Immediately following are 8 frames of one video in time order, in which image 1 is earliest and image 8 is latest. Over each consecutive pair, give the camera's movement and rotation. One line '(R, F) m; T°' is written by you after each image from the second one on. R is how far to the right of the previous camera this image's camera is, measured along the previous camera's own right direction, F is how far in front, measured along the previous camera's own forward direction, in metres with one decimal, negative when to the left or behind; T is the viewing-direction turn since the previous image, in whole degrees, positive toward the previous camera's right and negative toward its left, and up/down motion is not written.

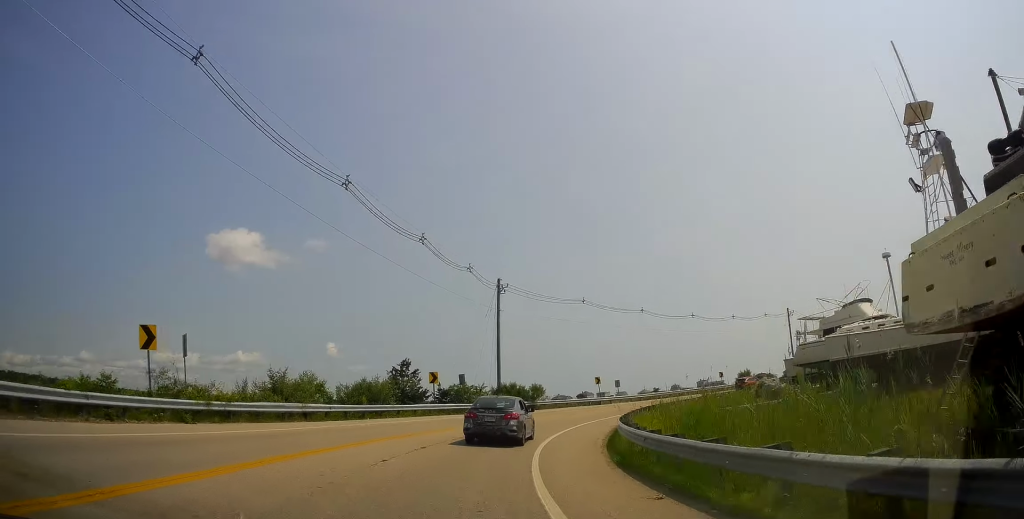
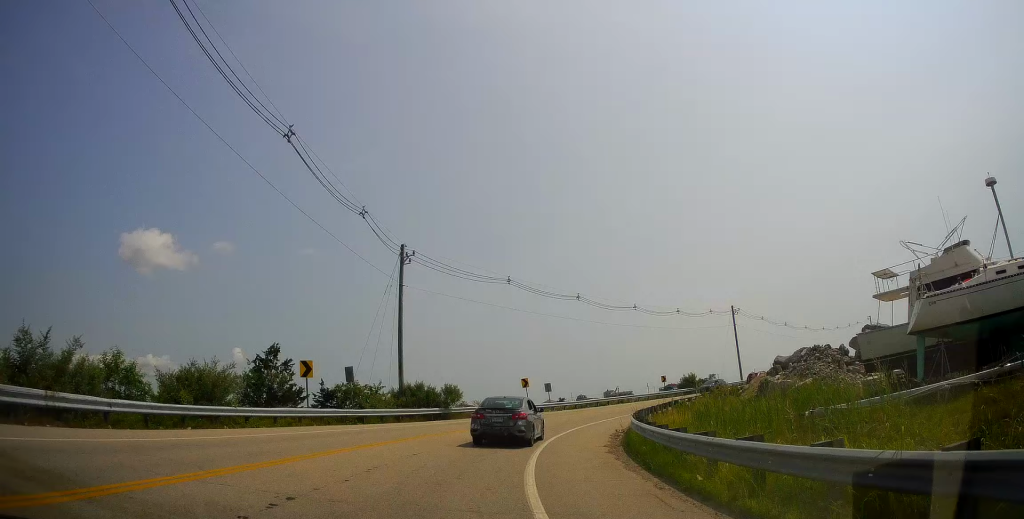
(+1.0, +12.6) m; +9°
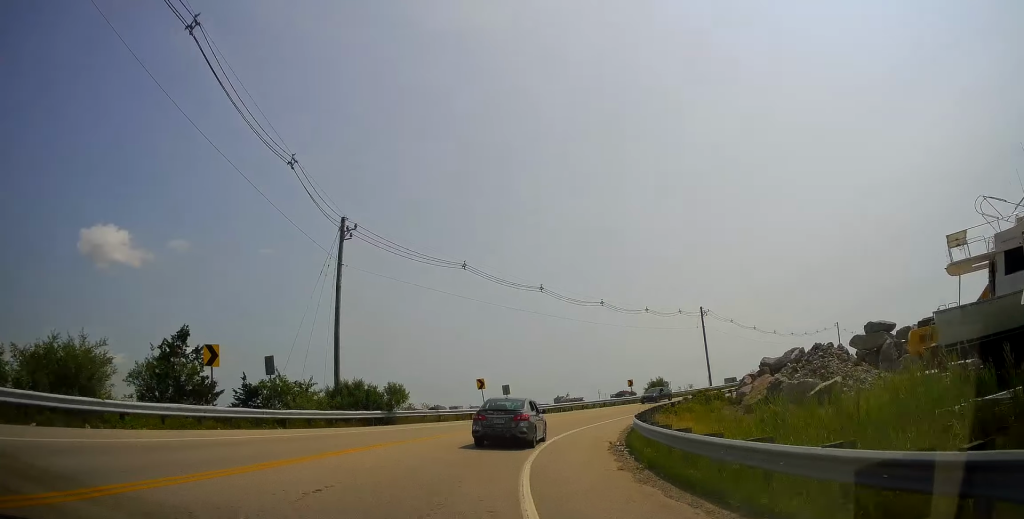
(+0.2, +6.1) m; +5°
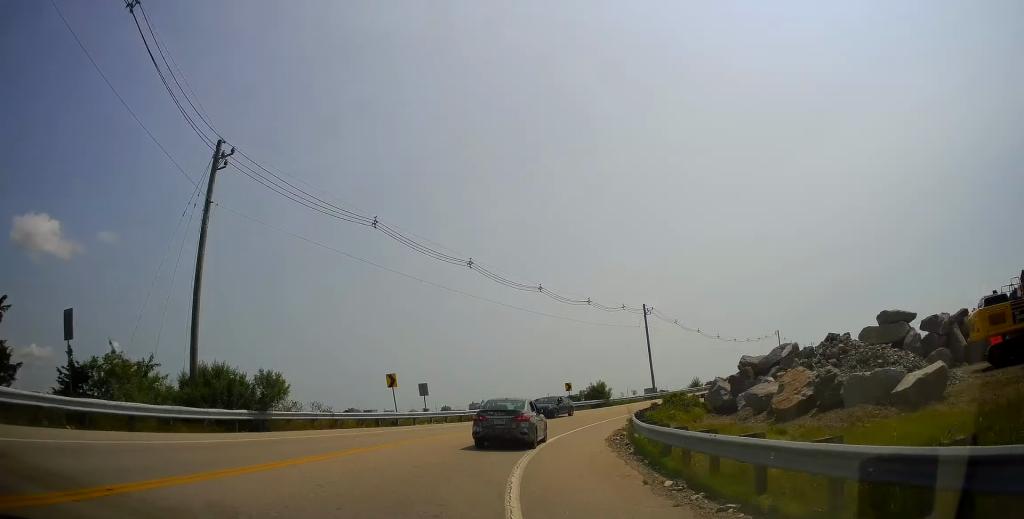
(+0.7, +9.6) m; +7°
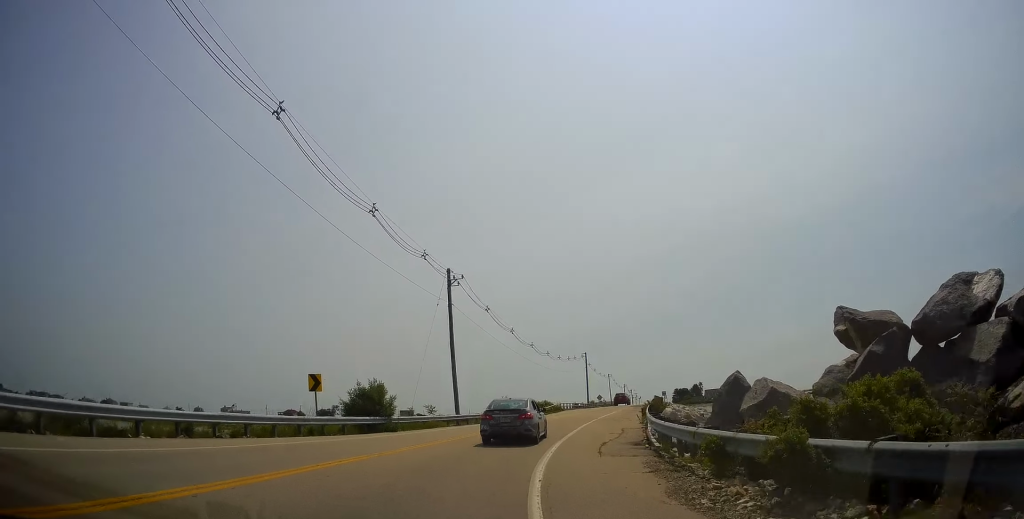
(+6.2, +26.7) m; +26°
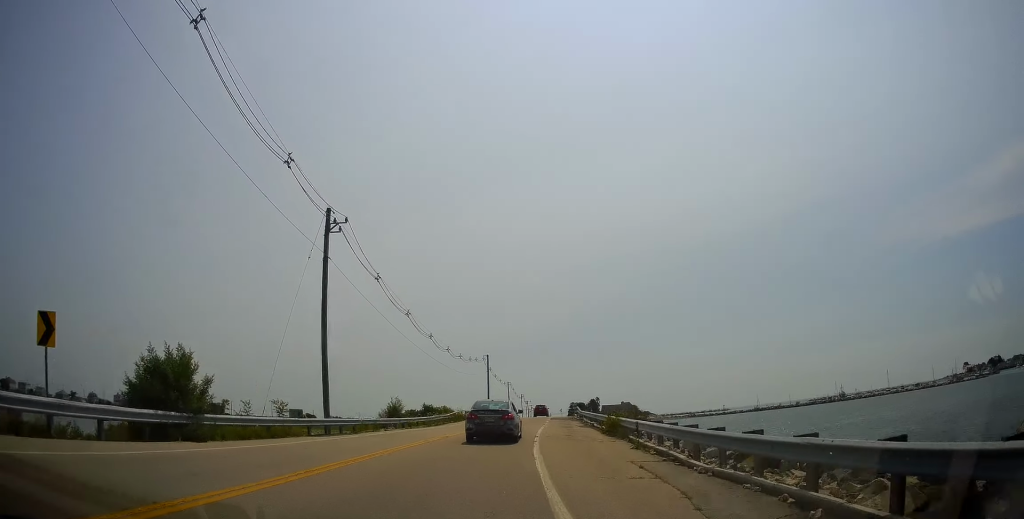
(+1.1, +13.2) m; +9°
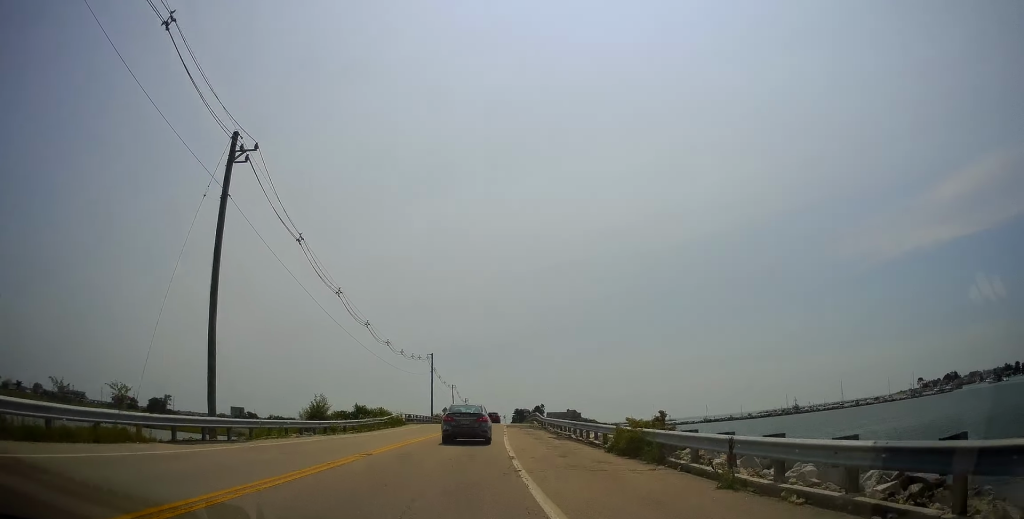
(+0.4, +8.8) m; +4°
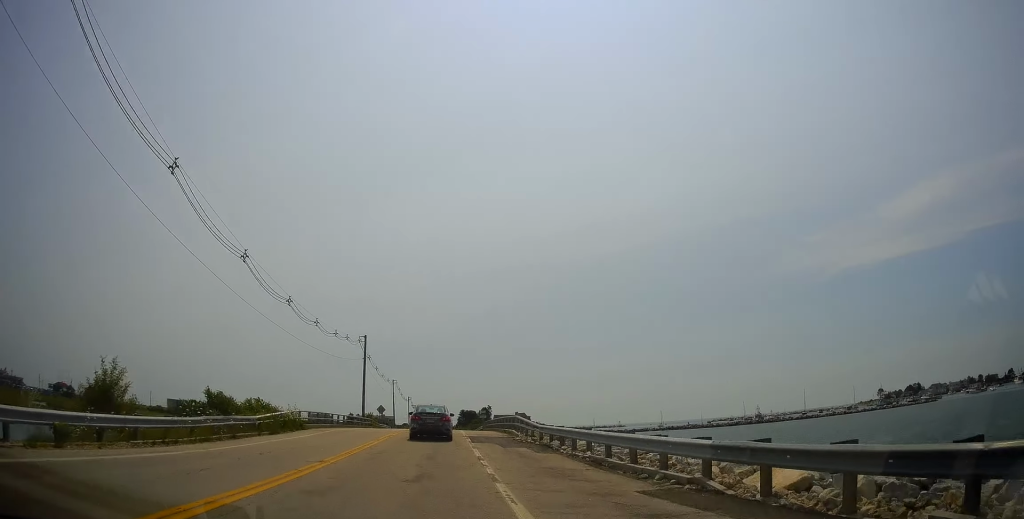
(+1.2, +20.3) m; +4°
